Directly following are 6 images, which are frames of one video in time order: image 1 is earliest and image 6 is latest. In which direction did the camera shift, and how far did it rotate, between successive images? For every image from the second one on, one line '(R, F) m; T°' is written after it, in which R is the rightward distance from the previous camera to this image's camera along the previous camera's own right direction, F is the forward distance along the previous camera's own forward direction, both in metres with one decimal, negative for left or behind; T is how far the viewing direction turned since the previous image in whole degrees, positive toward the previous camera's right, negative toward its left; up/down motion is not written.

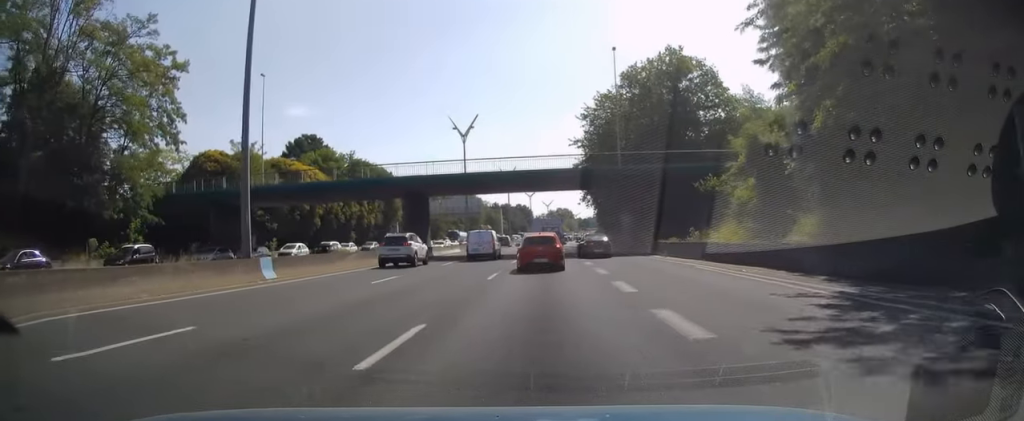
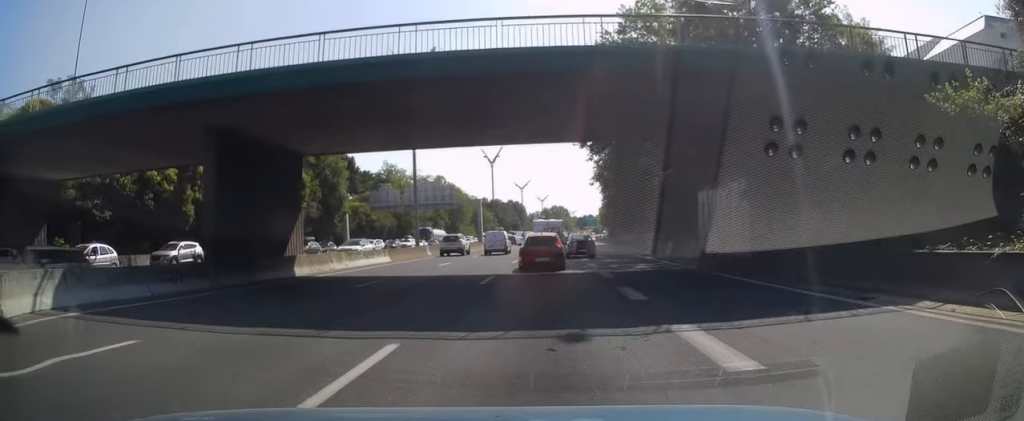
(+0.1, +27.2) m; +1°
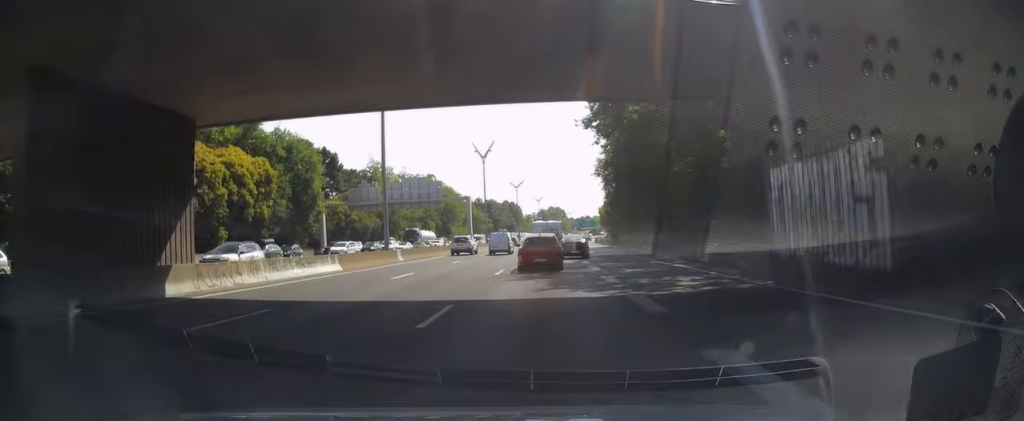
(0.0, +8.5) m; 0°
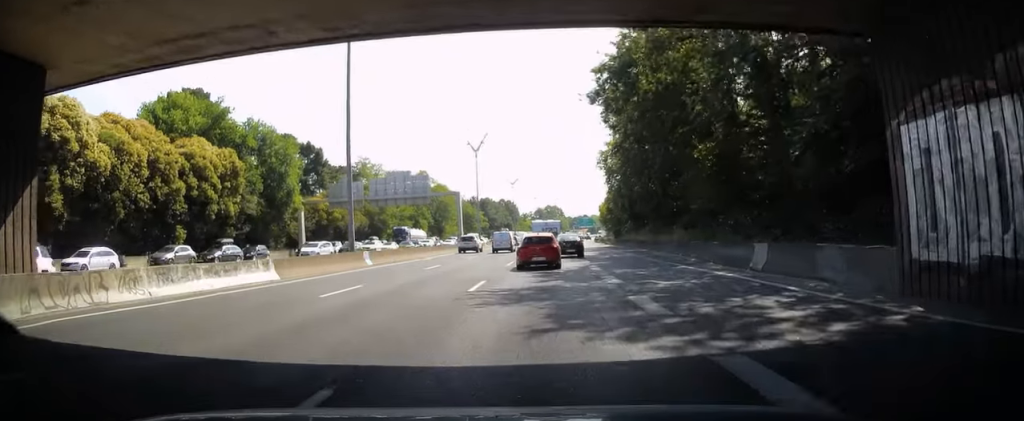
(0.0, +6.8) m; 0°
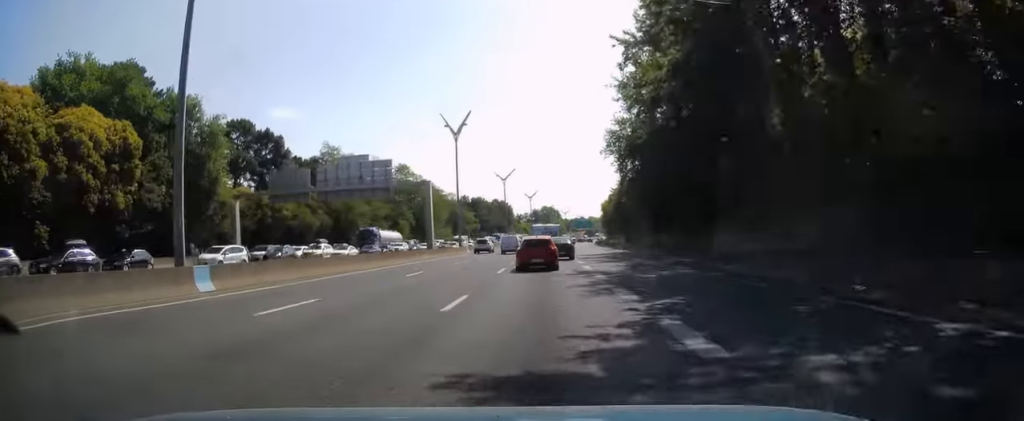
(-0.1, +16.4) m; 0°
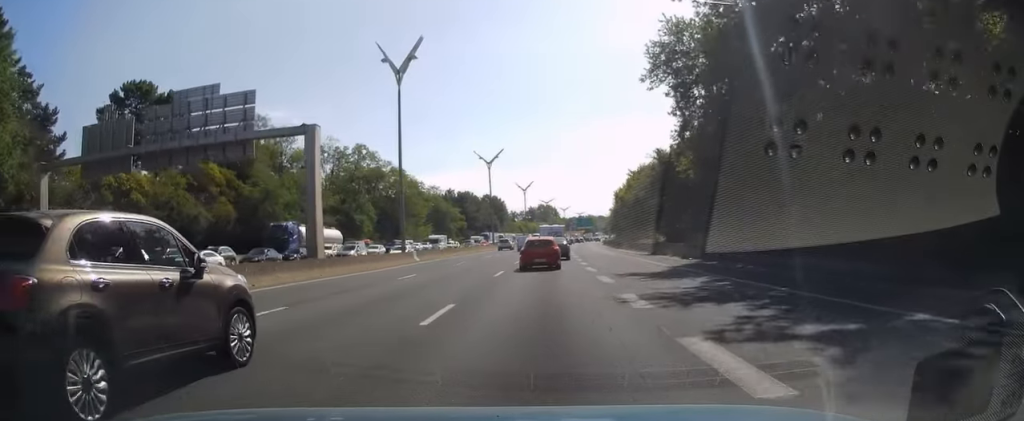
(+0.1, +27.6) m; 0°
